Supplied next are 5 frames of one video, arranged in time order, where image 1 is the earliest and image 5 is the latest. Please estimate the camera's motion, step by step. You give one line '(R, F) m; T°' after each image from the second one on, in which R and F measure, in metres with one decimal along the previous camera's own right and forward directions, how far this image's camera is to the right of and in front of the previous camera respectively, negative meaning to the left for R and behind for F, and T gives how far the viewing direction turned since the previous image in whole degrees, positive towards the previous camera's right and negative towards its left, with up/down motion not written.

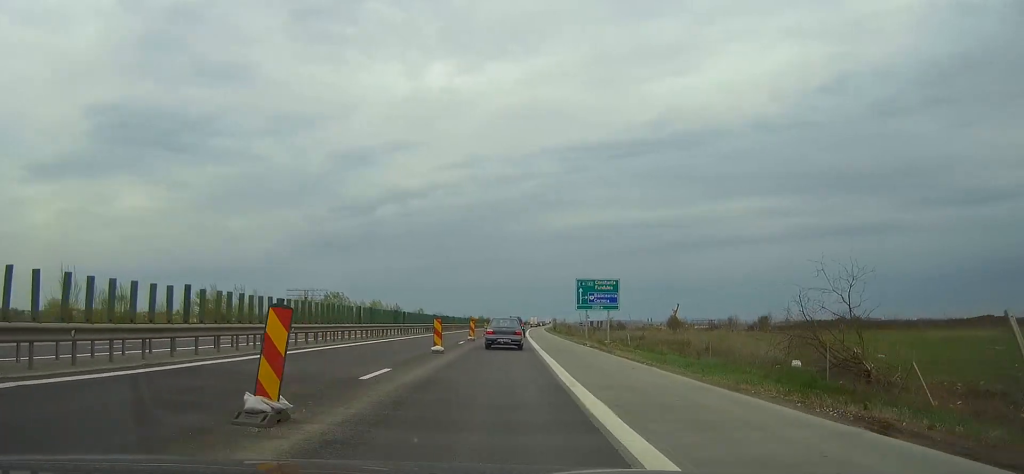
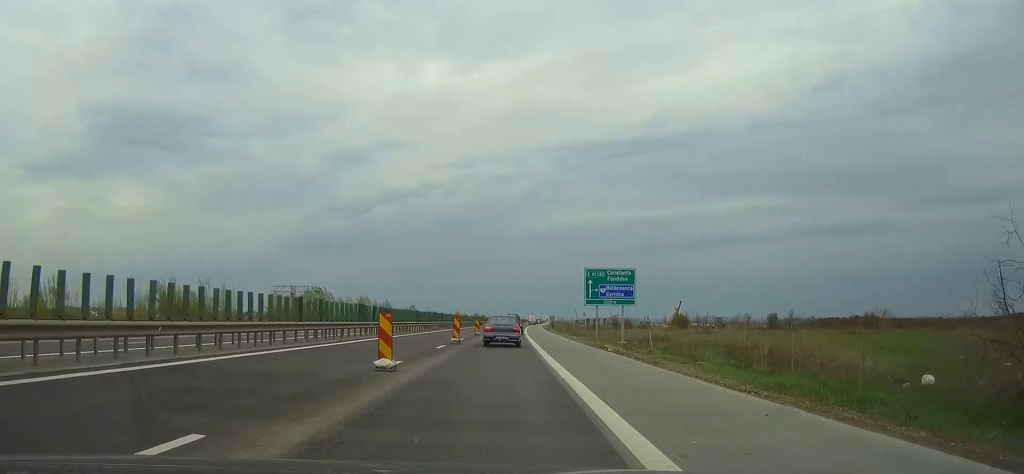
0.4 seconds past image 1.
(0.0, +10.2) m; 0°
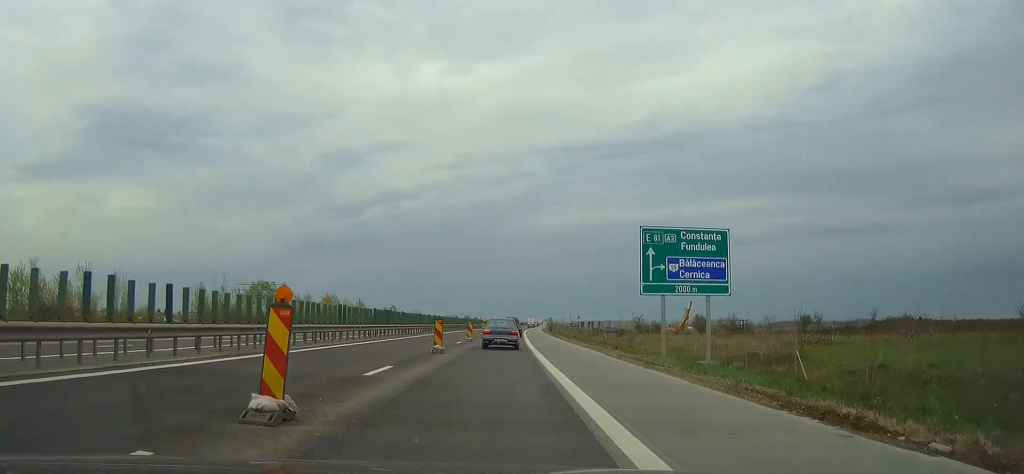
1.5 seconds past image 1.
(+0.2, +25.2) m; +1°
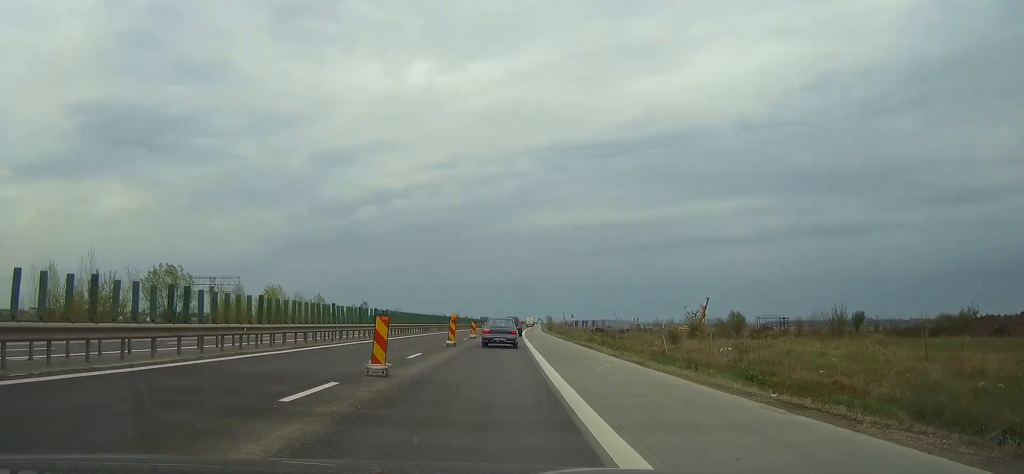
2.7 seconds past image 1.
(+0.2, +29.3) m; 0°
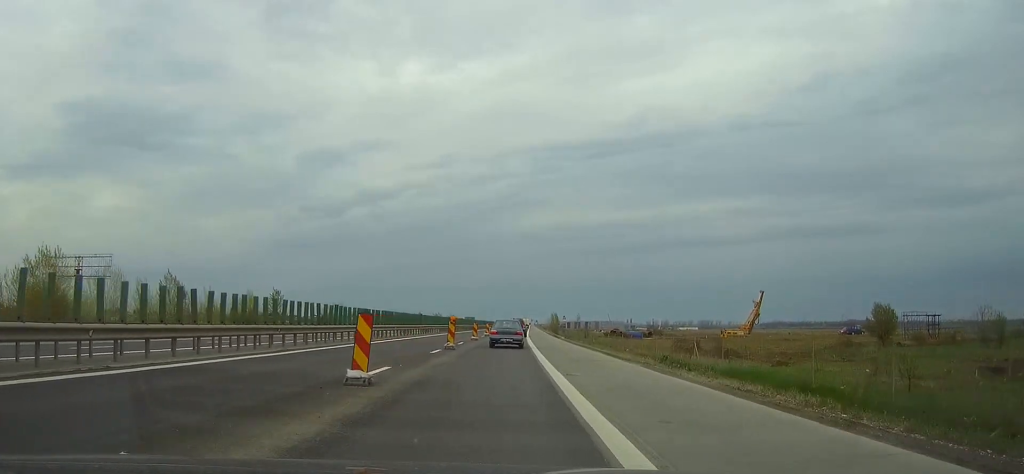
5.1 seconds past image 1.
(+0.4, +55.9) m; +1°
